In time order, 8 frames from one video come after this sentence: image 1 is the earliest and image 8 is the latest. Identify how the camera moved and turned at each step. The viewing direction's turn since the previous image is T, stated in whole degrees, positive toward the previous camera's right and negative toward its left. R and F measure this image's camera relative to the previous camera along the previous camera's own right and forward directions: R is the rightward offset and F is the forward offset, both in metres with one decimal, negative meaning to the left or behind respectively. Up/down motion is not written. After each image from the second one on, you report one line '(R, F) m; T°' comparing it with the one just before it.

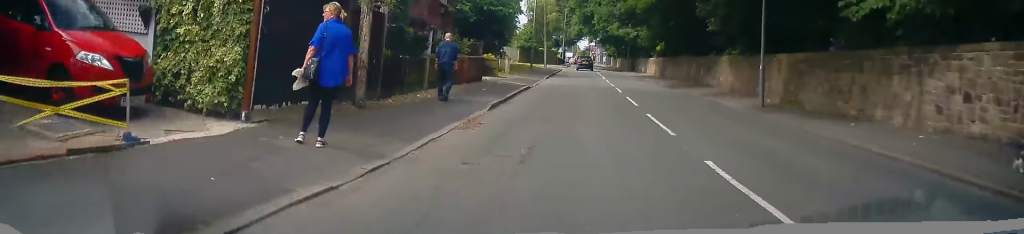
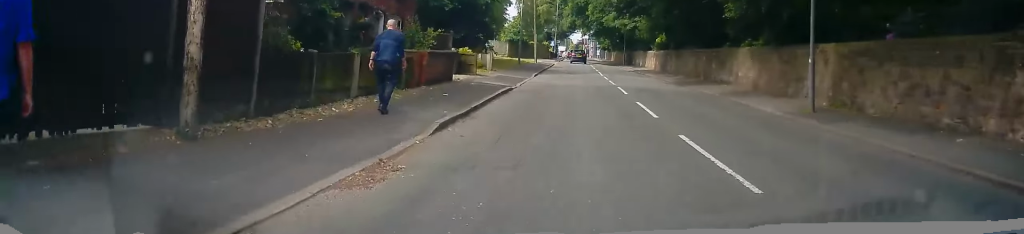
(0.0, +4.8) m; 0°
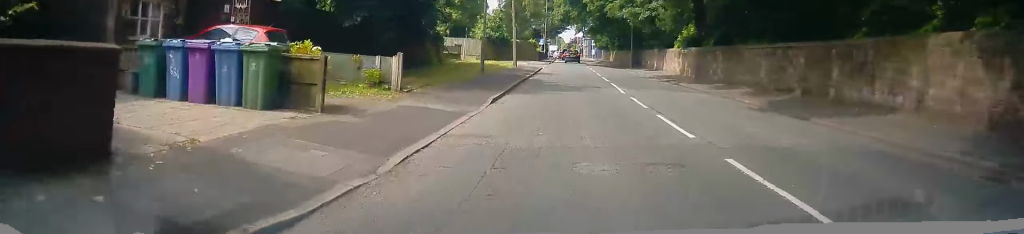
(+0.3, +15.1) m; +3°
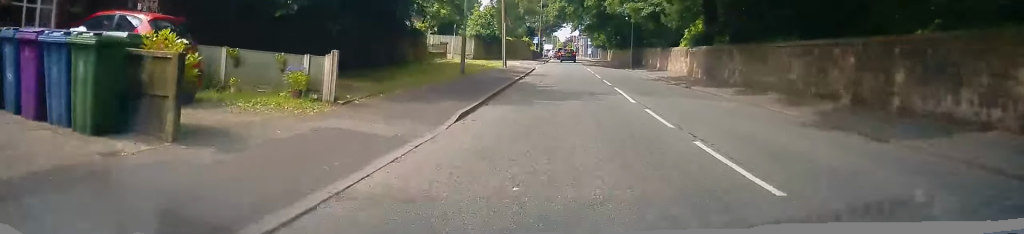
(0.0, +3.9) m; +1°
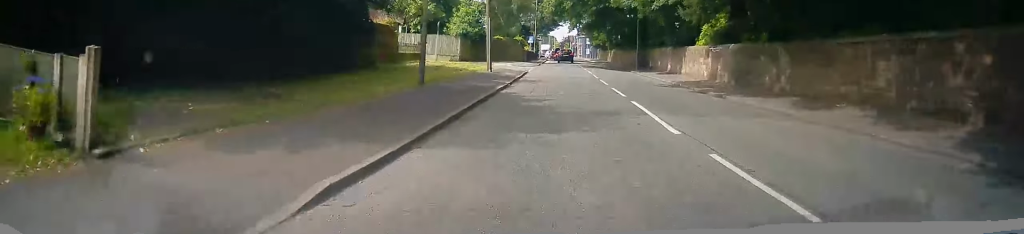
(+0.4, +6.1) m; 0°
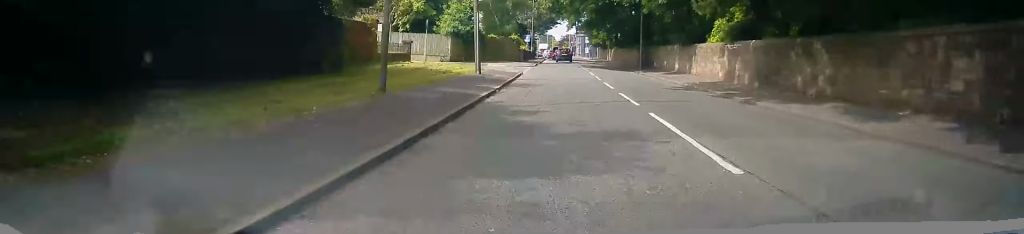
(-0.3, +3.4) m; -1°
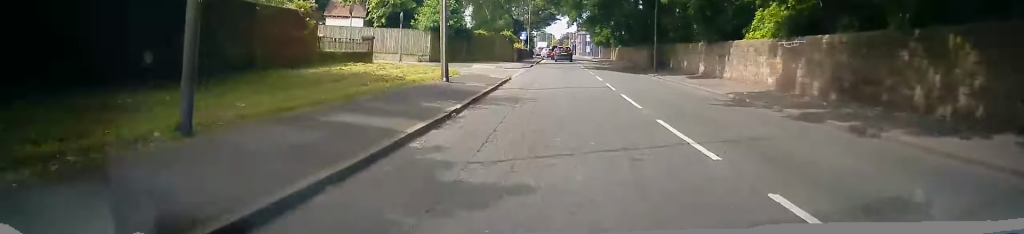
(-0.1, +7.1) m; -1°
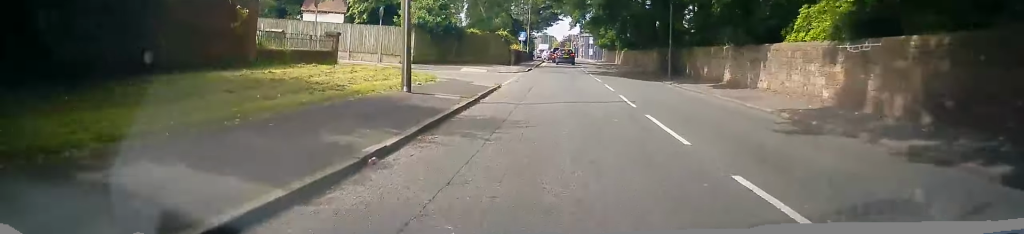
(+0.1, +4.8) m; +1°
